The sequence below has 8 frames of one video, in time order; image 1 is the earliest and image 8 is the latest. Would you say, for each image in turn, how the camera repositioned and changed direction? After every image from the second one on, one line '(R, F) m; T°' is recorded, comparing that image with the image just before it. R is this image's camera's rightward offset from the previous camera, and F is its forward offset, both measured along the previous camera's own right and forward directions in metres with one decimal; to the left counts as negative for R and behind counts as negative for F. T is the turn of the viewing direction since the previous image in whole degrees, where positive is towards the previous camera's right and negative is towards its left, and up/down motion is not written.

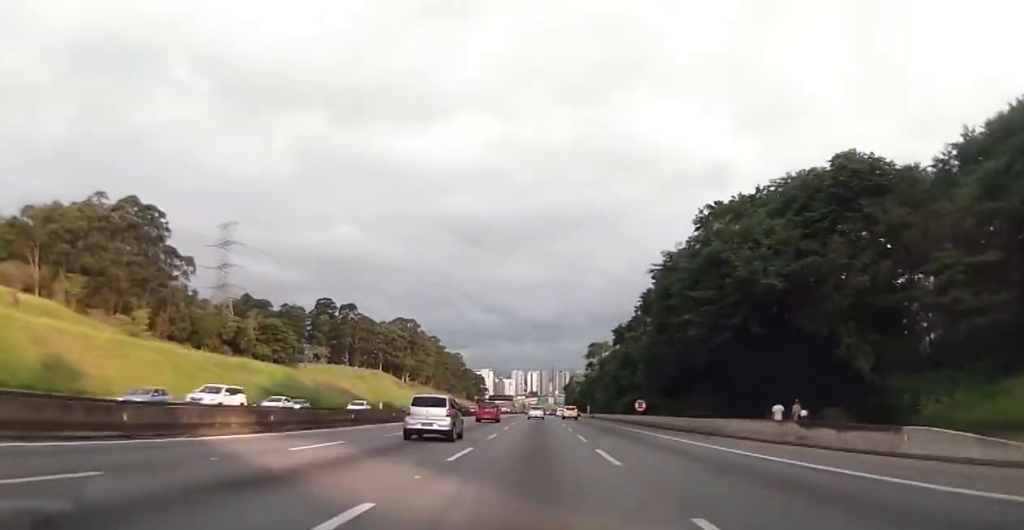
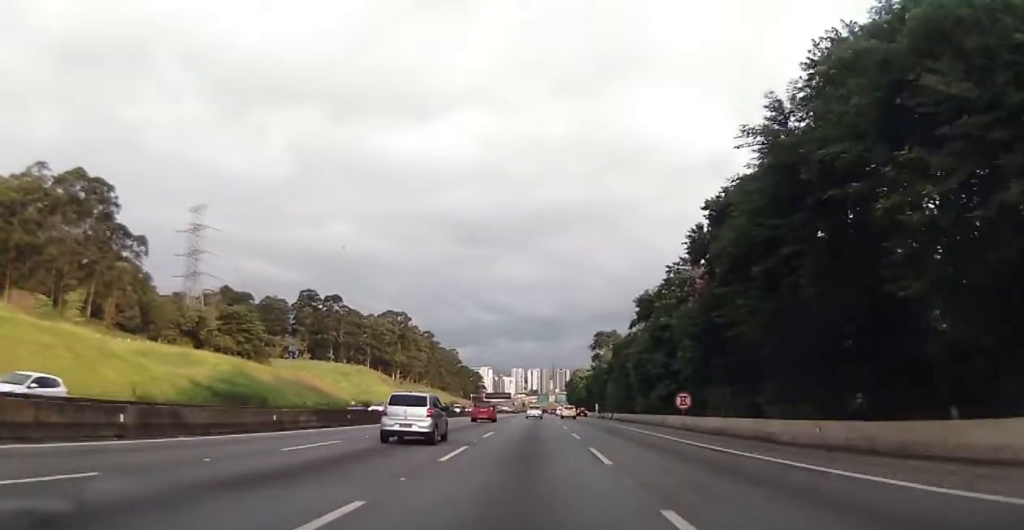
(+0.2, +22.6) m; +1°
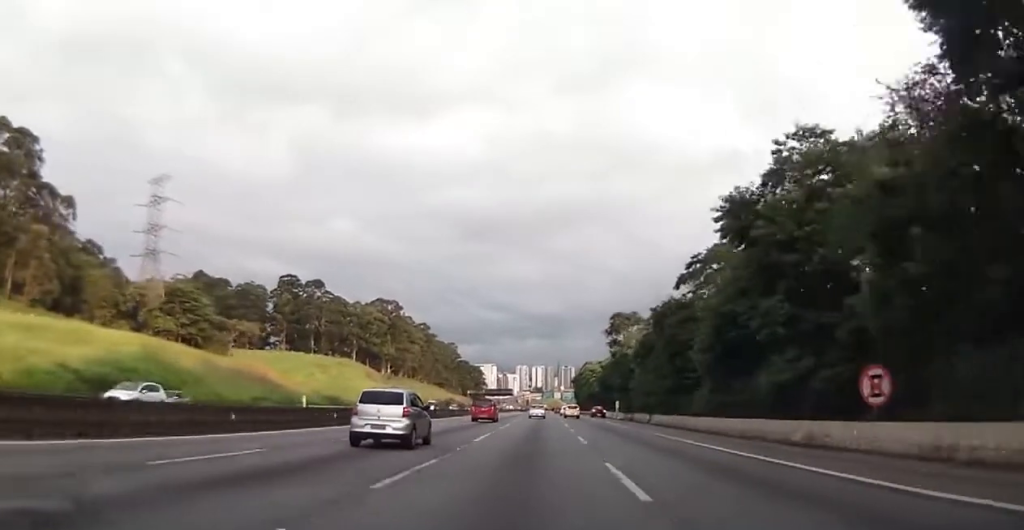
(-0.1, +29.0) m; -1°
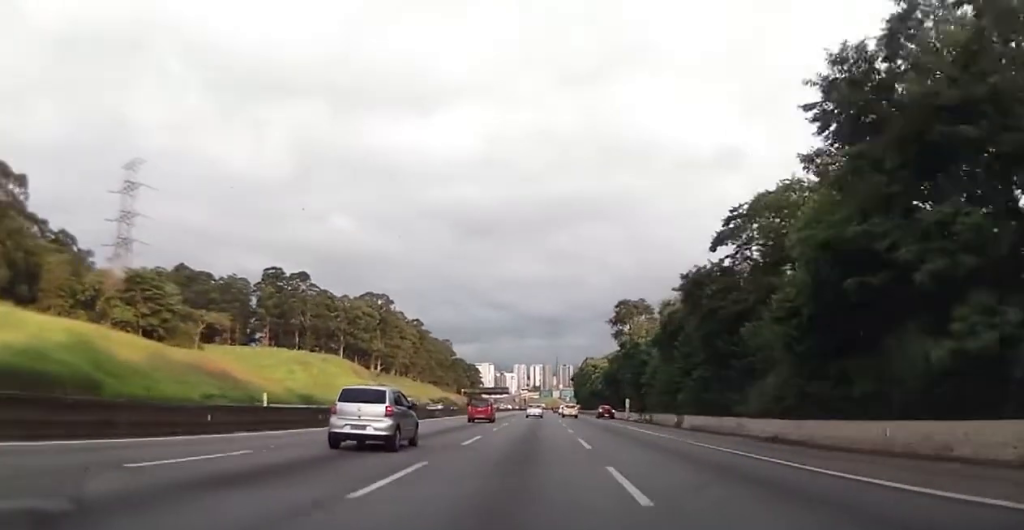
(-0.2, +14.0) m; 0°
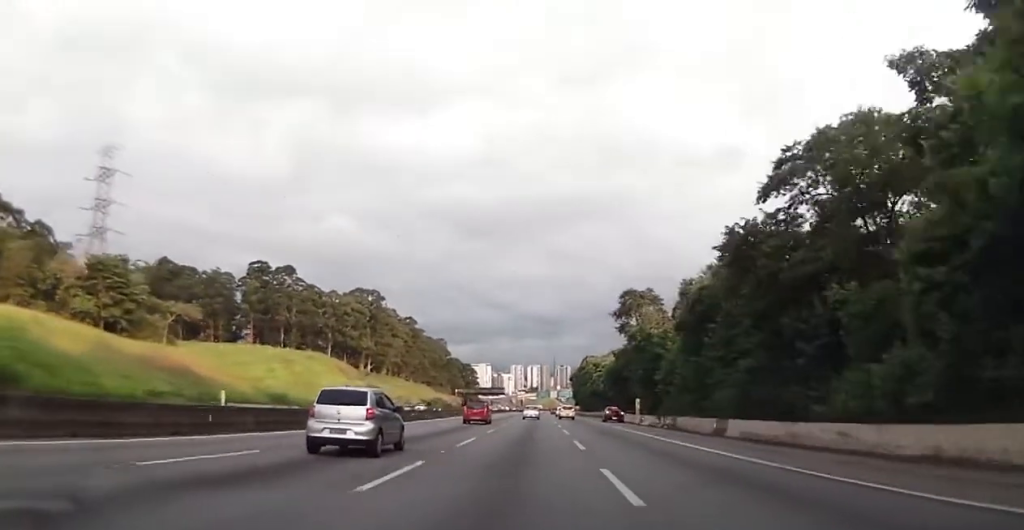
(+0.1, +11.5) m; 0°
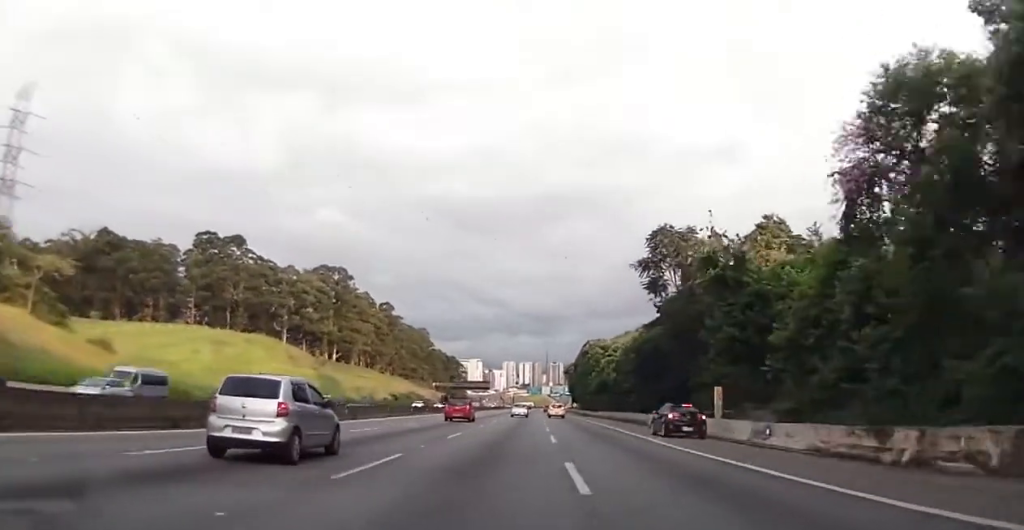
(-0.1, +36.1) m; 0°
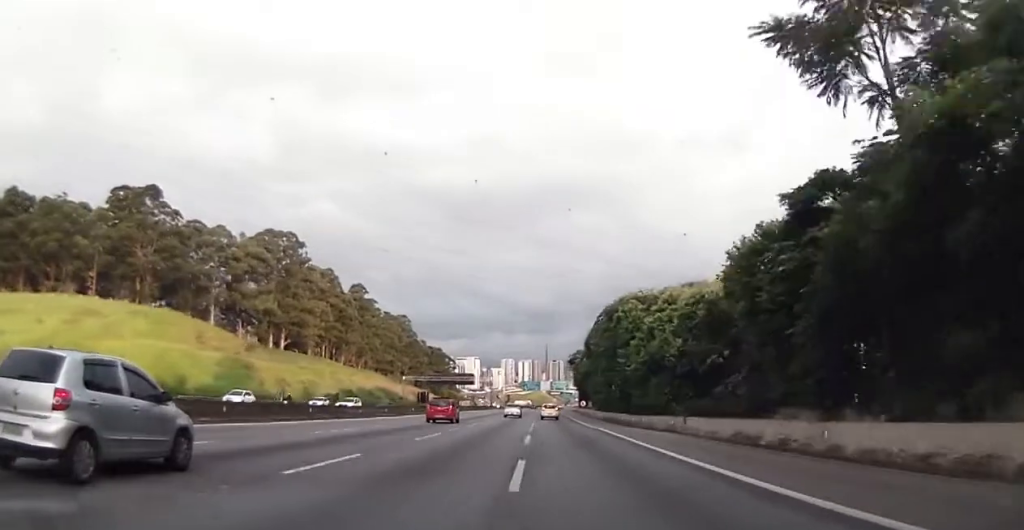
(+0.6, +47.1) m; +1°
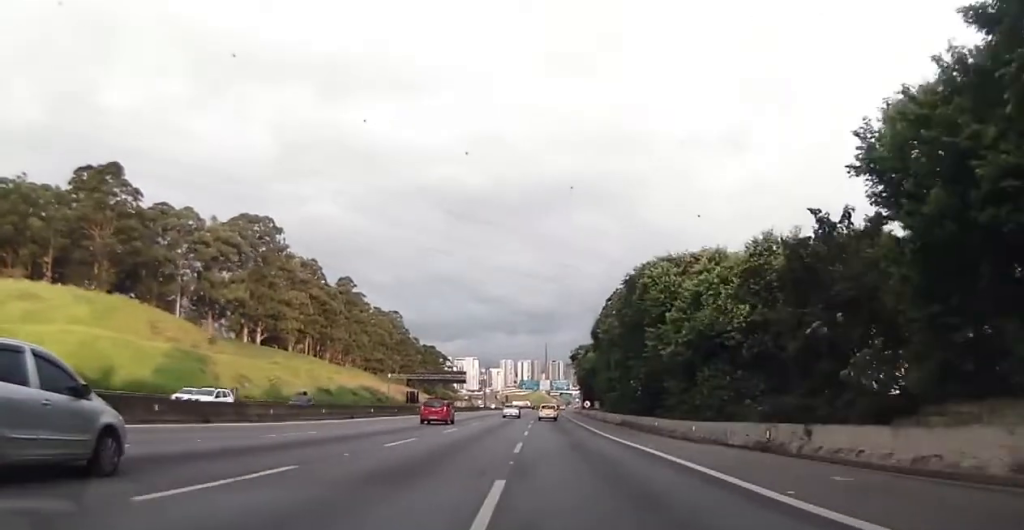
(0.0, +16.2) m; 0°
